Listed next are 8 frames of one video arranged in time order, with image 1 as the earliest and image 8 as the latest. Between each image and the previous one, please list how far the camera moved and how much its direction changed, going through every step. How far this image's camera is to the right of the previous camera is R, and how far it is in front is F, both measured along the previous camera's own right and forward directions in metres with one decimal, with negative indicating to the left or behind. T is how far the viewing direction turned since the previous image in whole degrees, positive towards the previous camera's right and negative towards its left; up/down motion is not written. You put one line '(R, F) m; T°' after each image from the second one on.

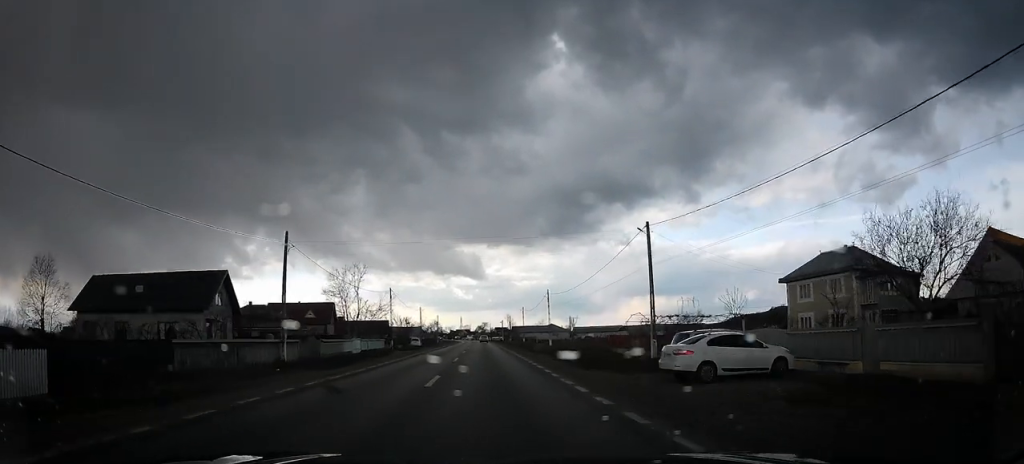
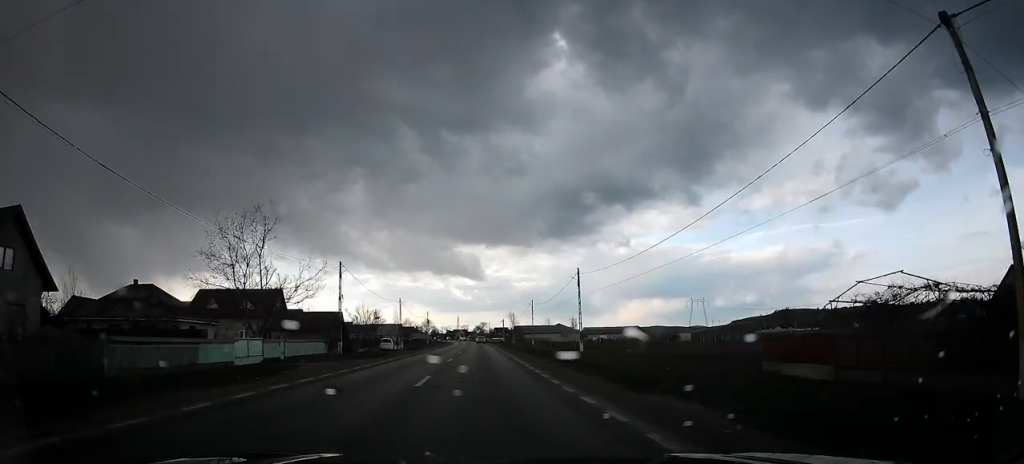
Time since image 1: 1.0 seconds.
(-0.1, +24.8) m; 0°
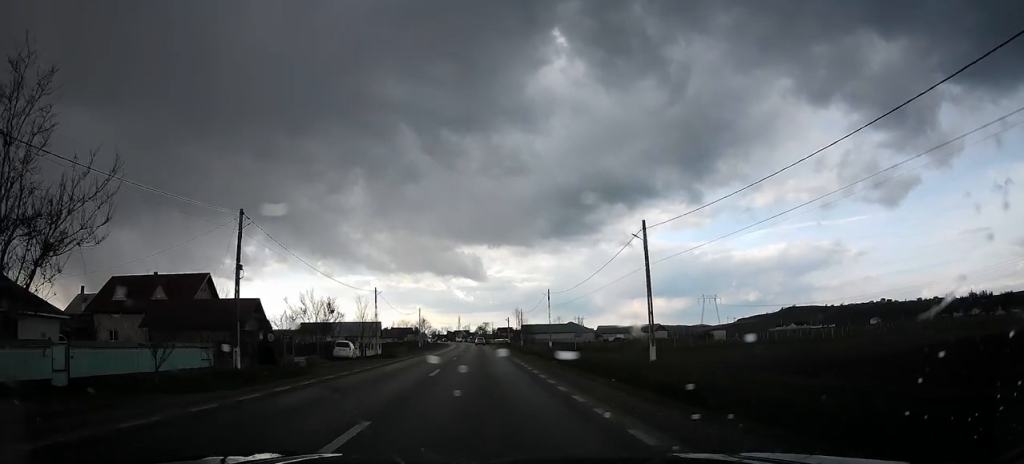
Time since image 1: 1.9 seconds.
(+0.1, +20.5) m; 0°
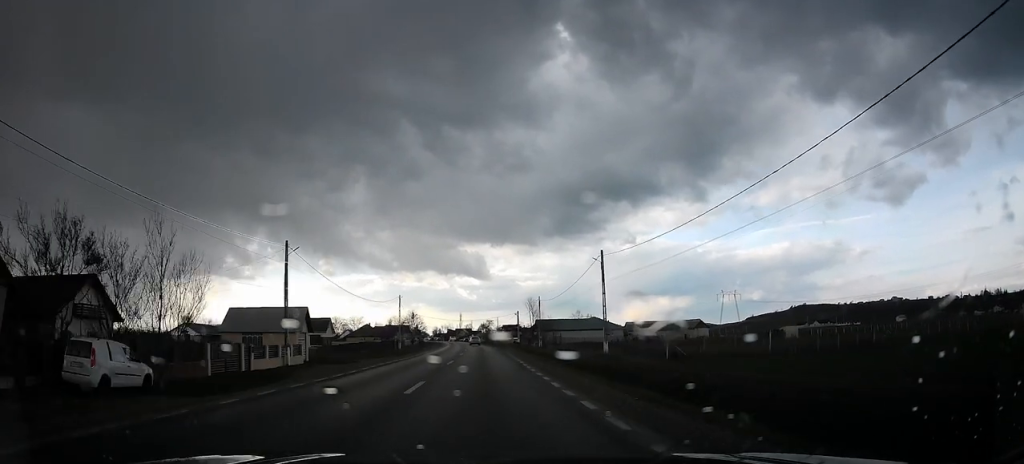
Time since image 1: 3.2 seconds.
(0.0, +30.3) m; 0°
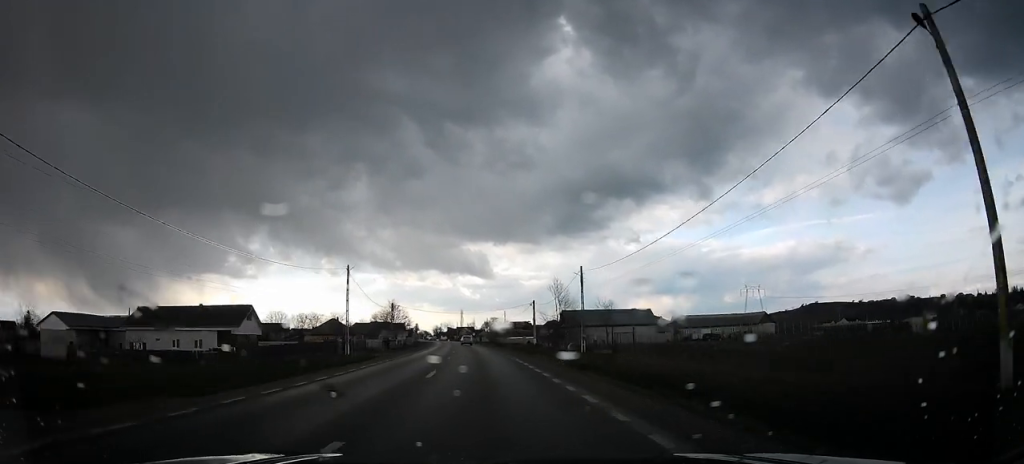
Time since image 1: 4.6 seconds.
(-0.1, +32.9) m; 0°
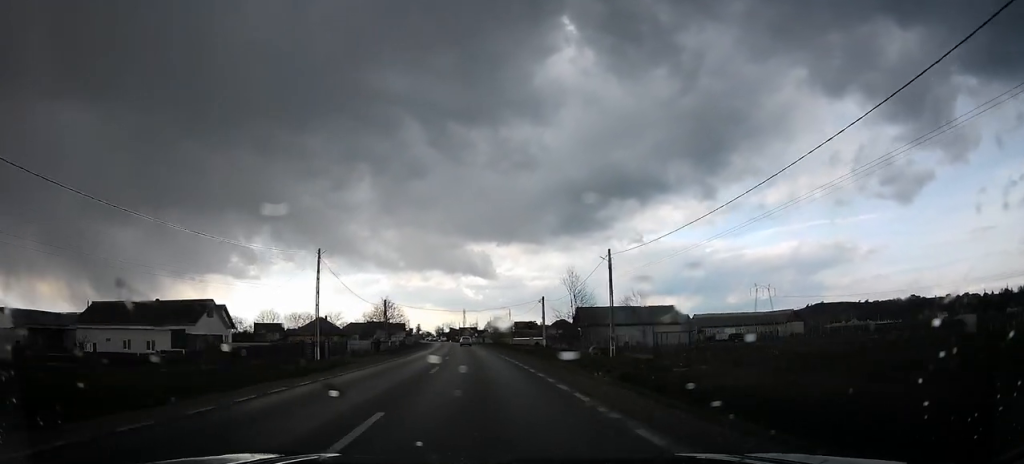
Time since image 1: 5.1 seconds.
(0.0, +9.8) m; 0°
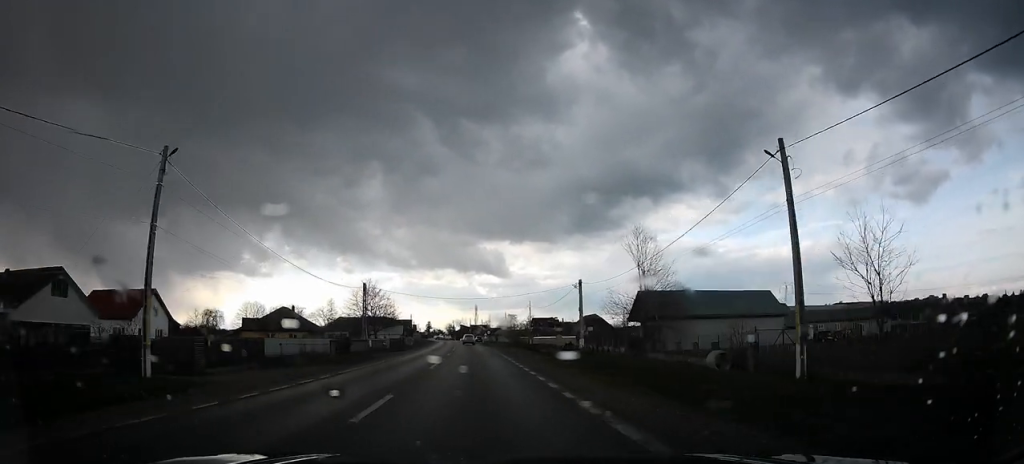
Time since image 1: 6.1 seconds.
(-0.1, +22.5) m; 0°
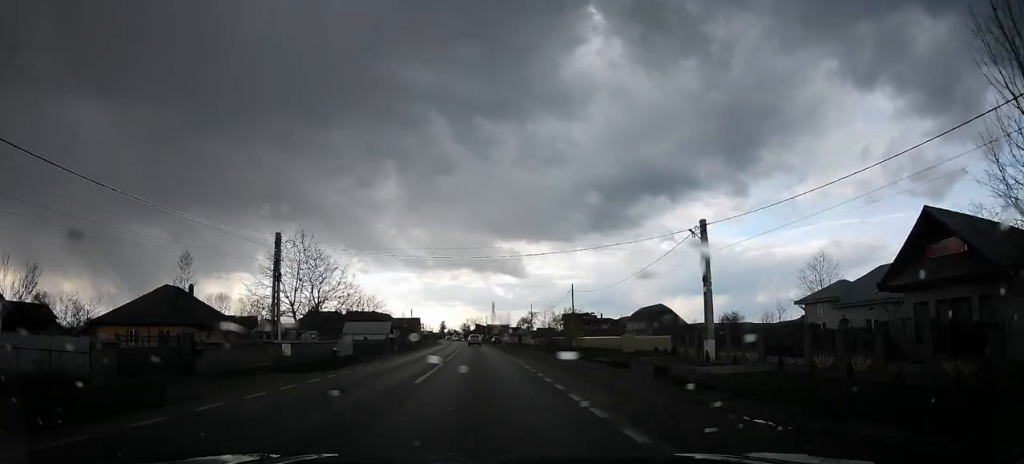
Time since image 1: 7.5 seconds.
(-0.2, +31.2) m; -2°
